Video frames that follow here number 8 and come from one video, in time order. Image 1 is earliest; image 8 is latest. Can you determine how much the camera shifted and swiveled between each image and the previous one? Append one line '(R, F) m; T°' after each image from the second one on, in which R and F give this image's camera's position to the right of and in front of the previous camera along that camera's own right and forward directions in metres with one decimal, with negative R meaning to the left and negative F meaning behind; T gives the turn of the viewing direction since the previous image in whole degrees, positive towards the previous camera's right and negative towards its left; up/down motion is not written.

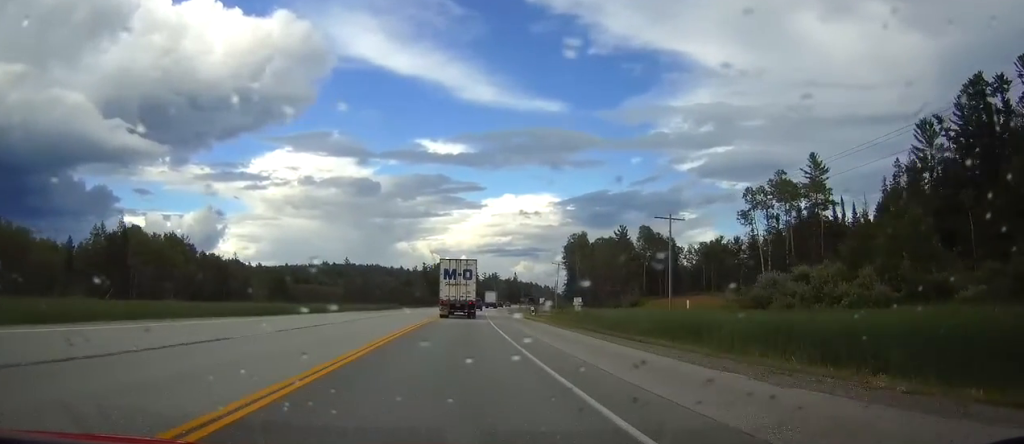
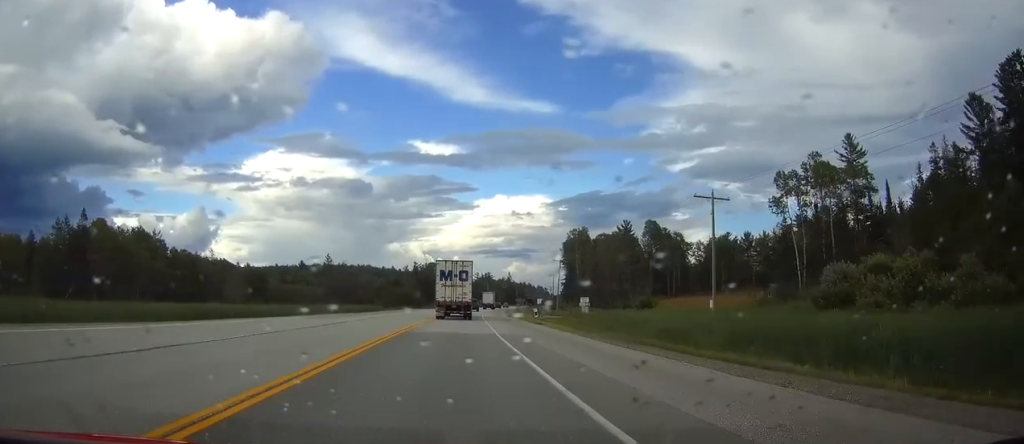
(+0.1, +13.1) m; 0°
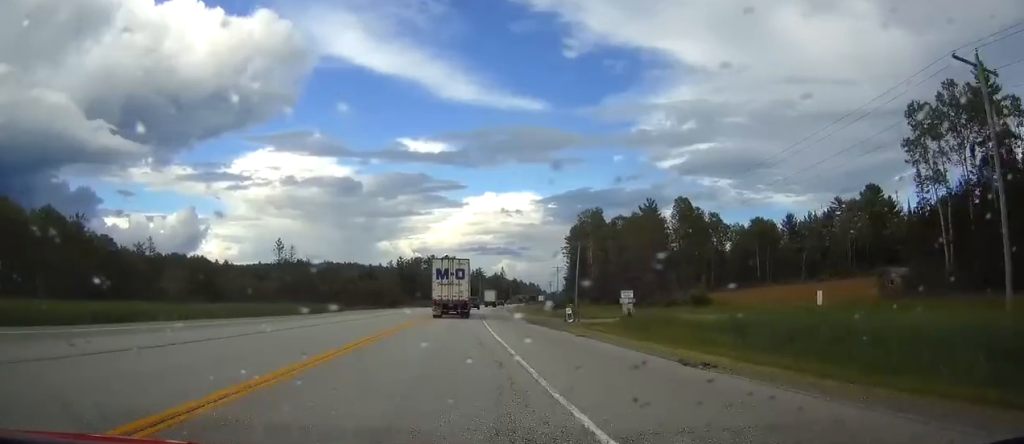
(+0.2, +31.4) m; +1°
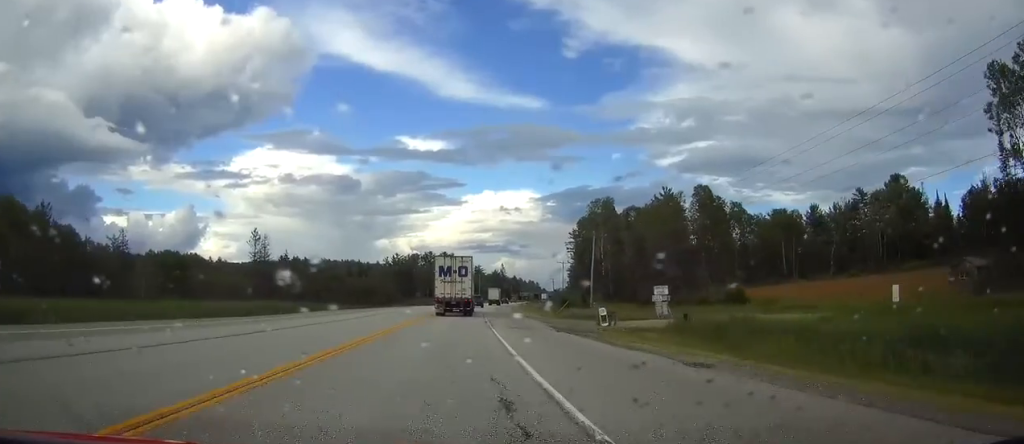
(+0.1, +12.4) m; 0°
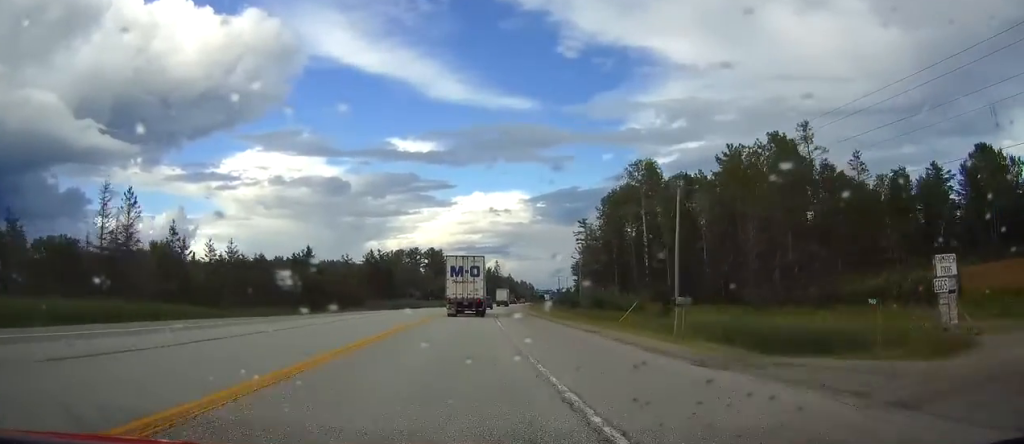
(+0.4, +37.9) m; +1°
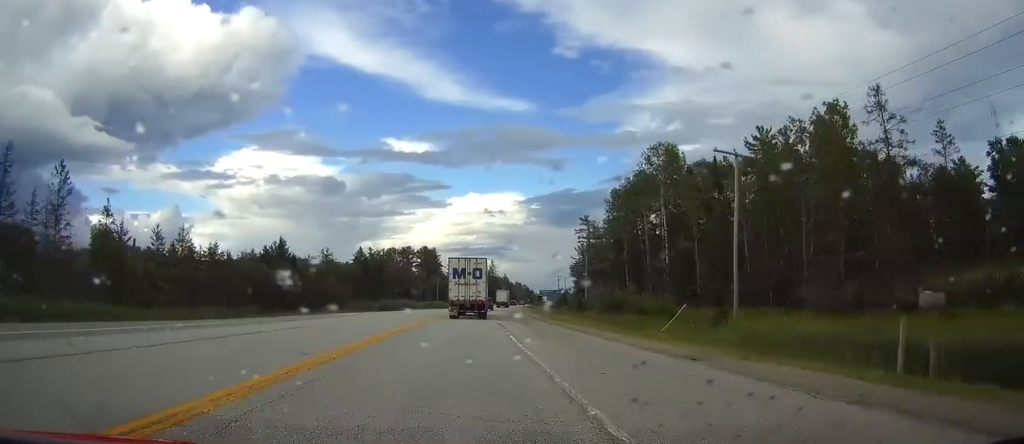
(+0.1, +12.2) m; 0°
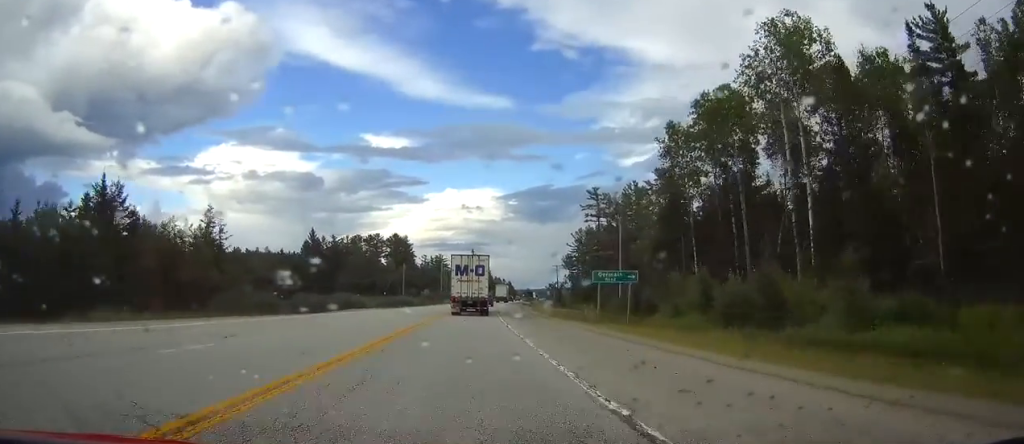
(+0.5, +41.3) m; +1°
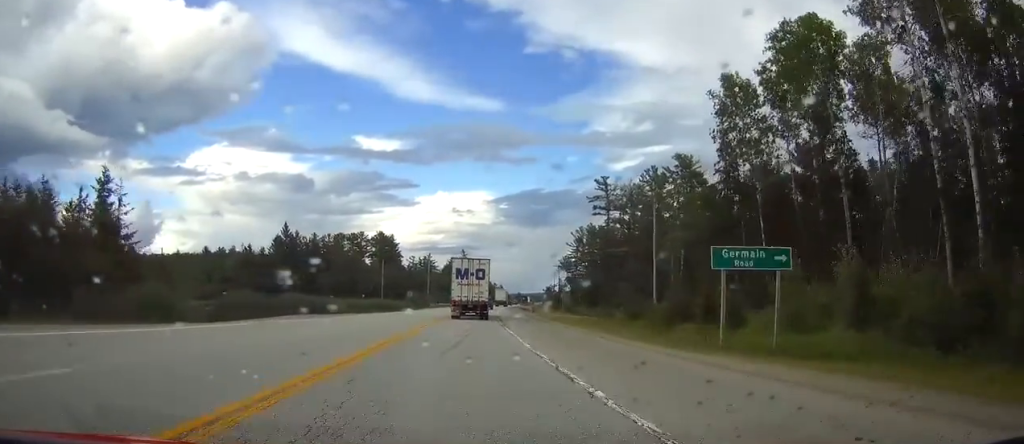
(+0.1, +18.6) m; +1°
